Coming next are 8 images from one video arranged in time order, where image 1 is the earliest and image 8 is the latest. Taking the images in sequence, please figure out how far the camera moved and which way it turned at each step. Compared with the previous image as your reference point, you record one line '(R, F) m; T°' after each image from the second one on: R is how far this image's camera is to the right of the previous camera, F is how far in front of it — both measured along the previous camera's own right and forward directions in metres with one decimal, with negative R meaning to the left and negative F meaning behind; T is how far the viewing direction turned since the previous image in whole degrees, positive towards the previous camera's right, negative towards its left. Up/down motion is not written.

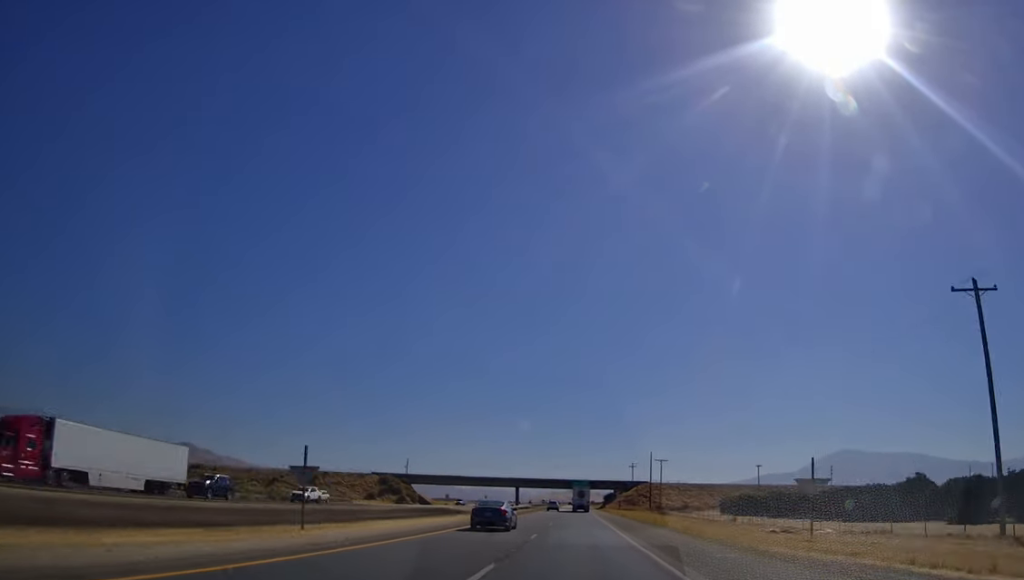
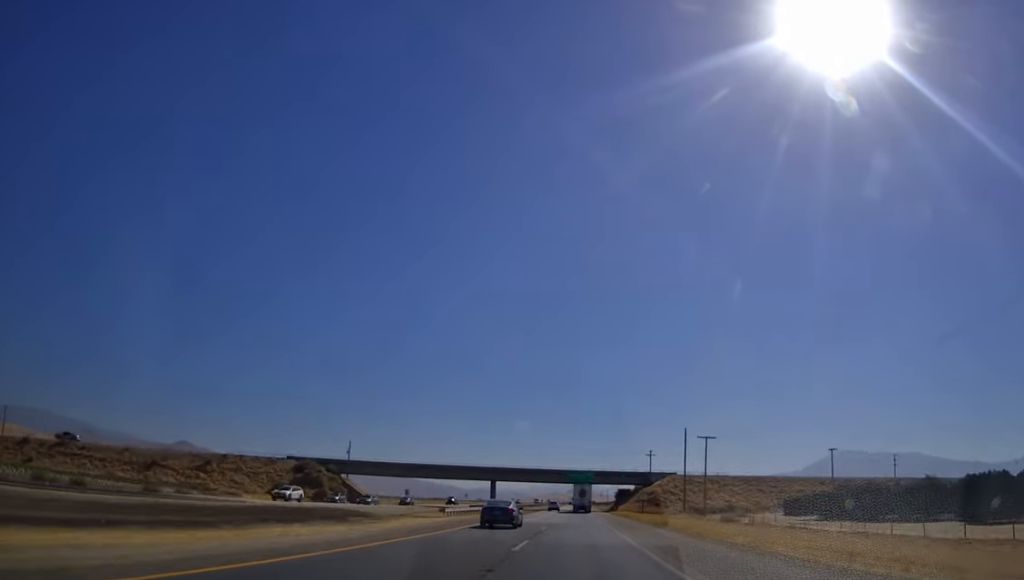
(+0.3, +49.9) m; 0°
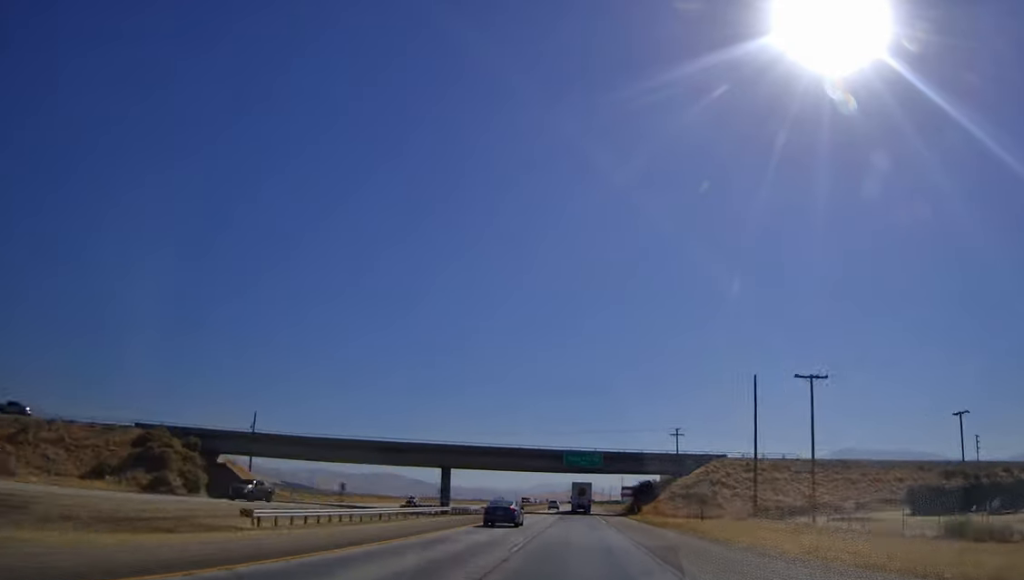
(+0.2, +43.9) m; 0°
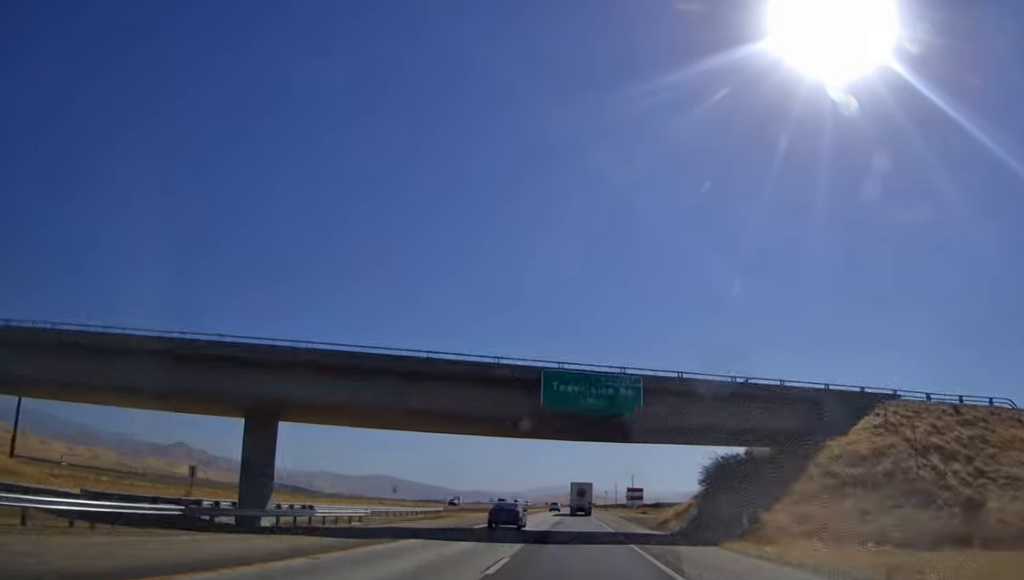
(-0.3, +48.2) m; 0°
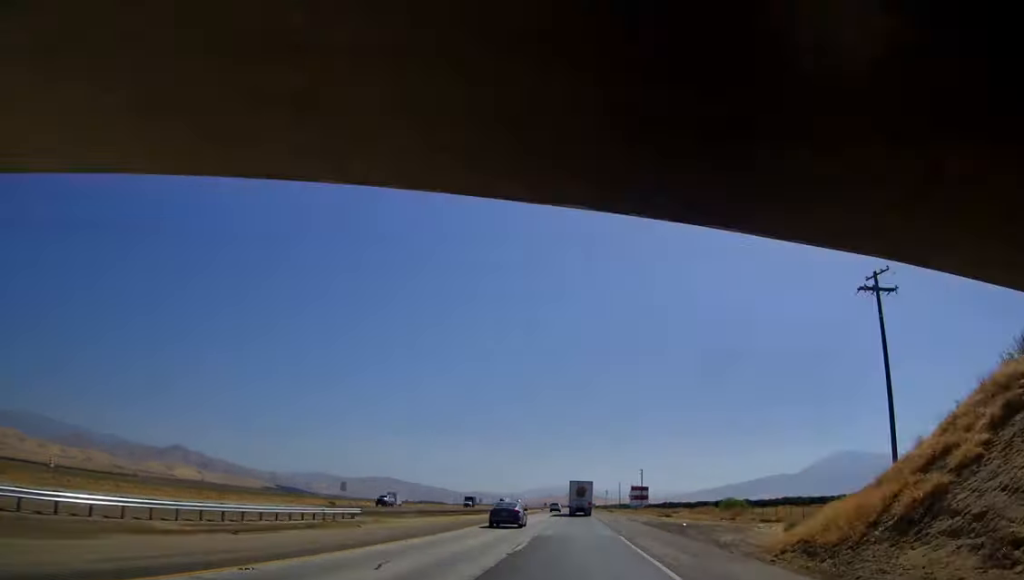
(+0.1, +31.7) m; 0°
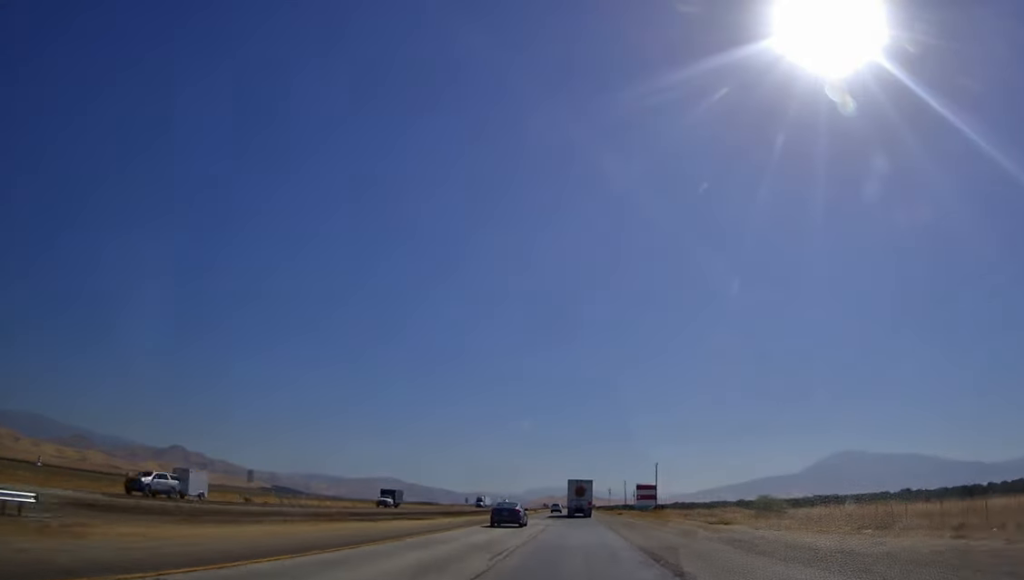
(+0.1, +33.8) m; 0°
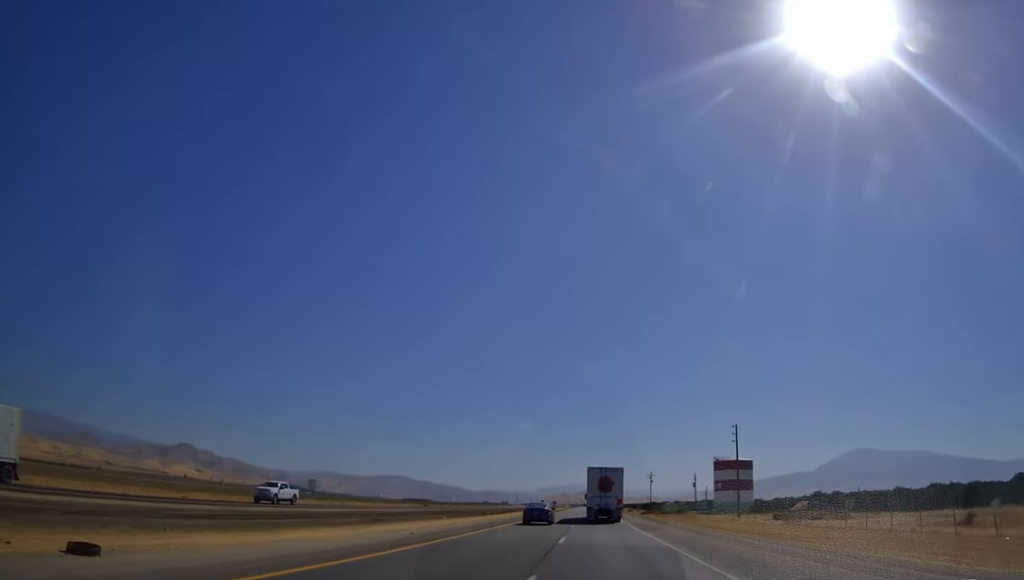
(0.0, +152.3) m; -1°
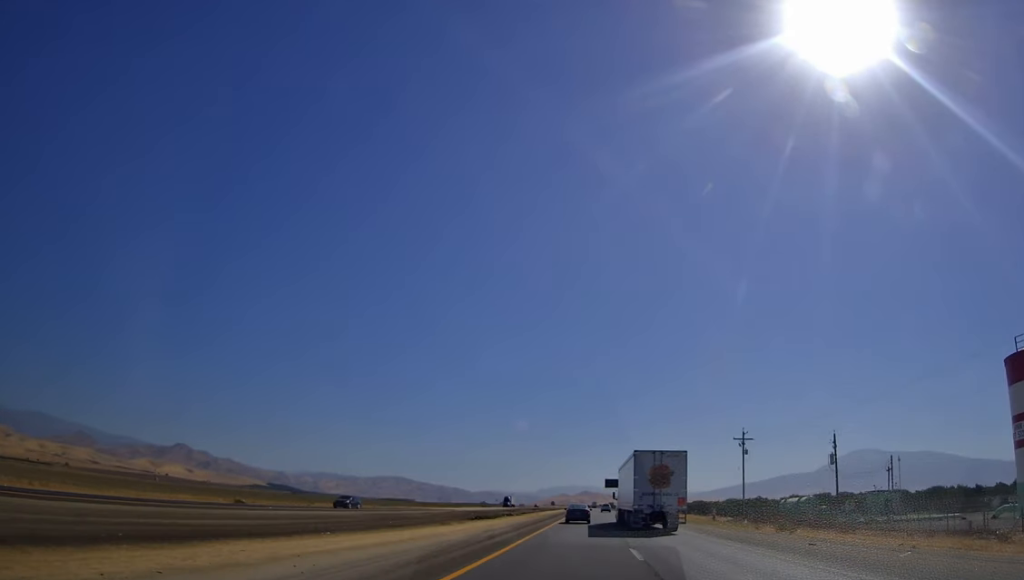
(-1.1, +104.2) m; 0°
